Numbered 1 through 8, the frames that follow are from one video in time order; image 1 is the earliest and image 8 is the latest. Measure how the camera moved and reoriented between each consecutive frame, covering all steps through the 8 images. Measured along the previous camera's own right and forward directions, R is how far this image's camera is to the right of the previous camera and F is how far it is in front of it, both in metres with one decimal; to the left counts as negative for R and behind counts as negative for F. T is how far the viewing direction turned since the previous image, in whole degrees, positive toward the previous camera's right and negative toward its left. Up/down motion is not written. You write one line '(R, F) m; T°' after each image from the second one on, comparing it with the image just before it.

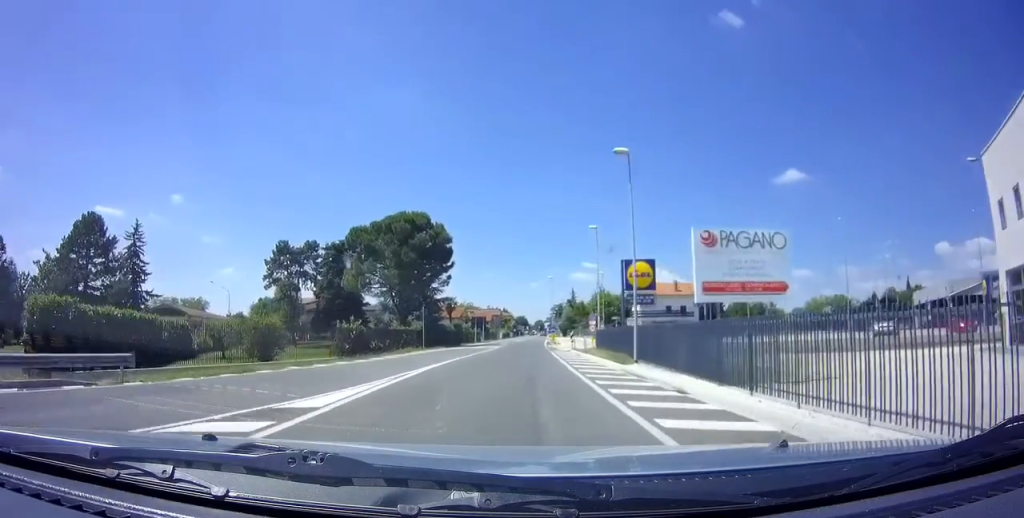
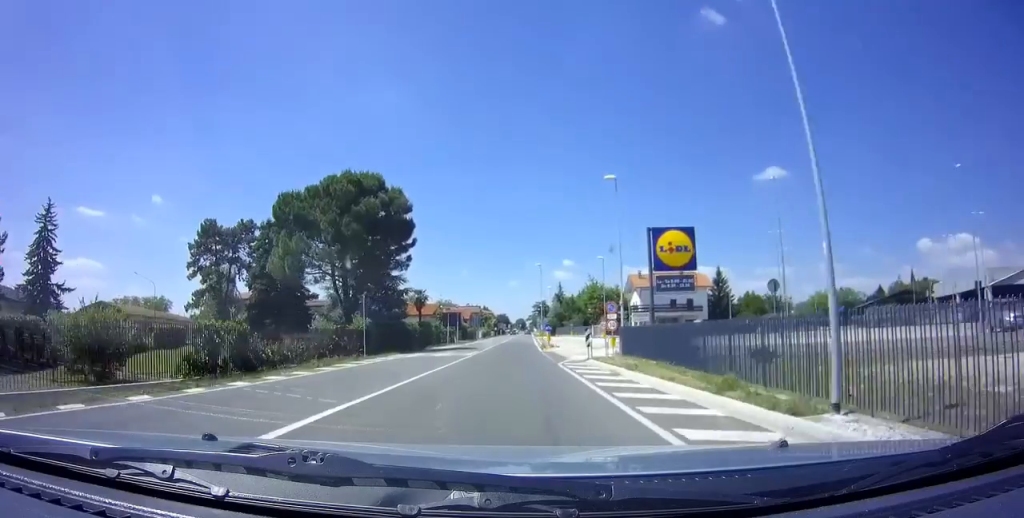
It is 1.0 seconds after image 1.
(+0.1, +14.1) m; +1°
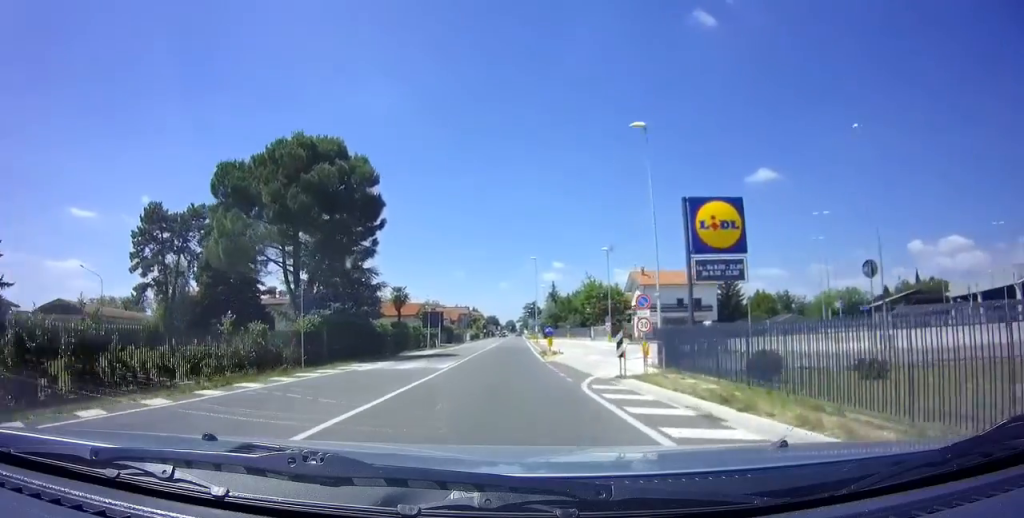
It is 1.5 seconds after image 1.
(+0.1, +7.5) m; +1°
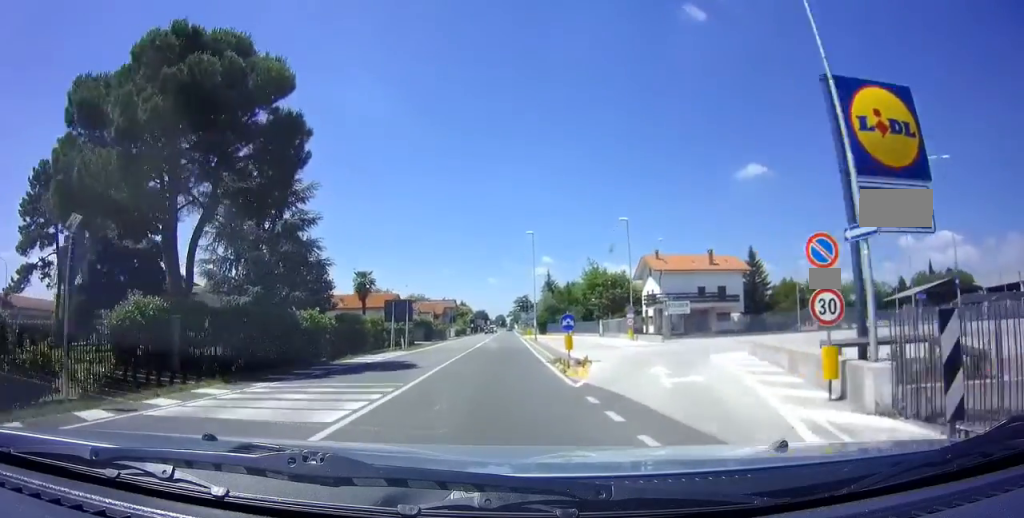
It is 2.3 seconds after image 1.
(0.0, +12.7) m; 0°
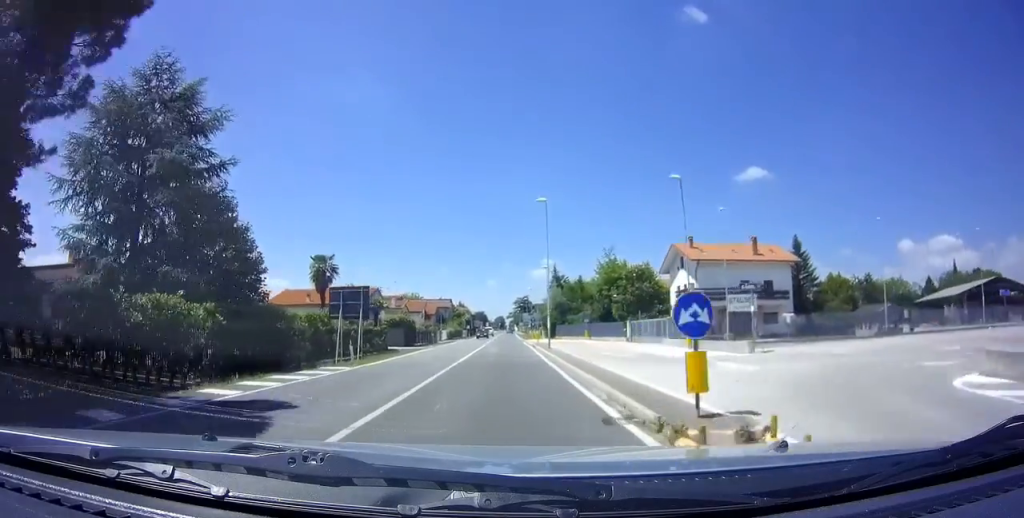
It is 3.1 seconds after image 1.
(0.0, +11.8) m; +1°
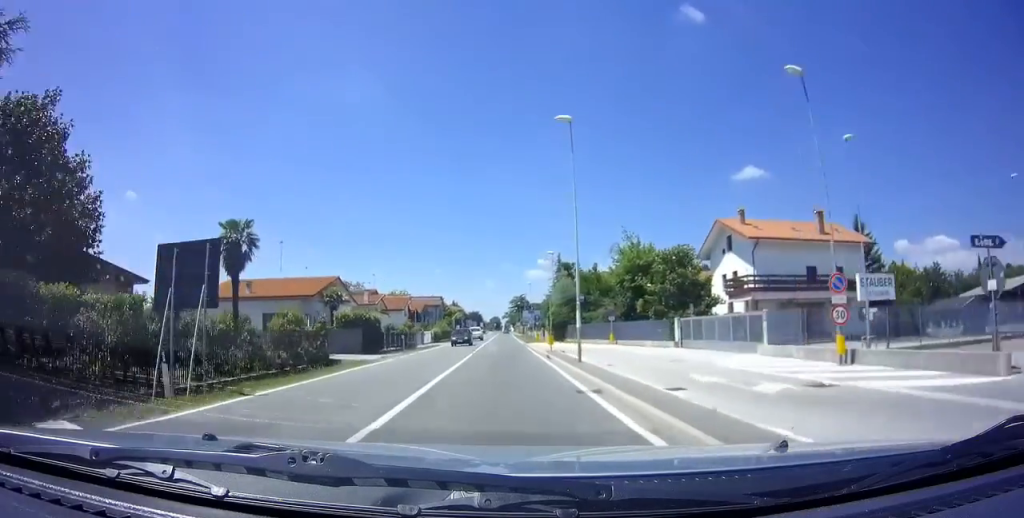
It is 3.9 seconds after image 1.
(+0.1, +12.9) m; +1°
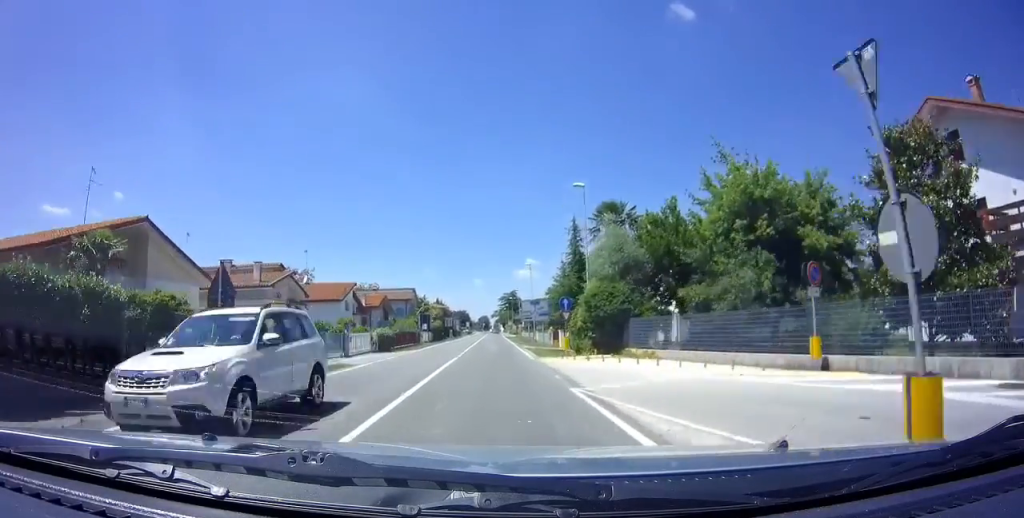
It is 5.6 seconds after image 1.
(+0.3, +26.8) m; 0°
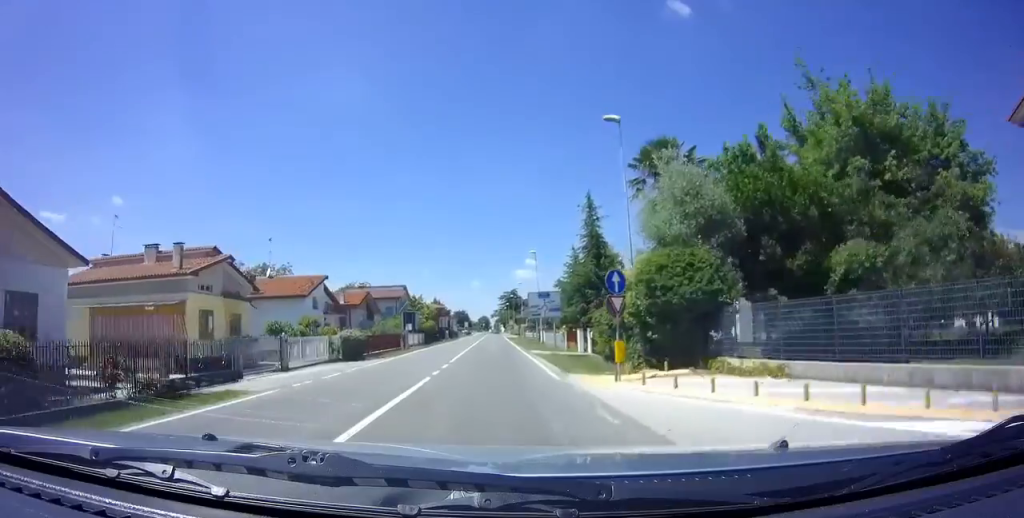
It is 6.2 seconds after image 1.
(-0.1, +9.7) m; 0°
